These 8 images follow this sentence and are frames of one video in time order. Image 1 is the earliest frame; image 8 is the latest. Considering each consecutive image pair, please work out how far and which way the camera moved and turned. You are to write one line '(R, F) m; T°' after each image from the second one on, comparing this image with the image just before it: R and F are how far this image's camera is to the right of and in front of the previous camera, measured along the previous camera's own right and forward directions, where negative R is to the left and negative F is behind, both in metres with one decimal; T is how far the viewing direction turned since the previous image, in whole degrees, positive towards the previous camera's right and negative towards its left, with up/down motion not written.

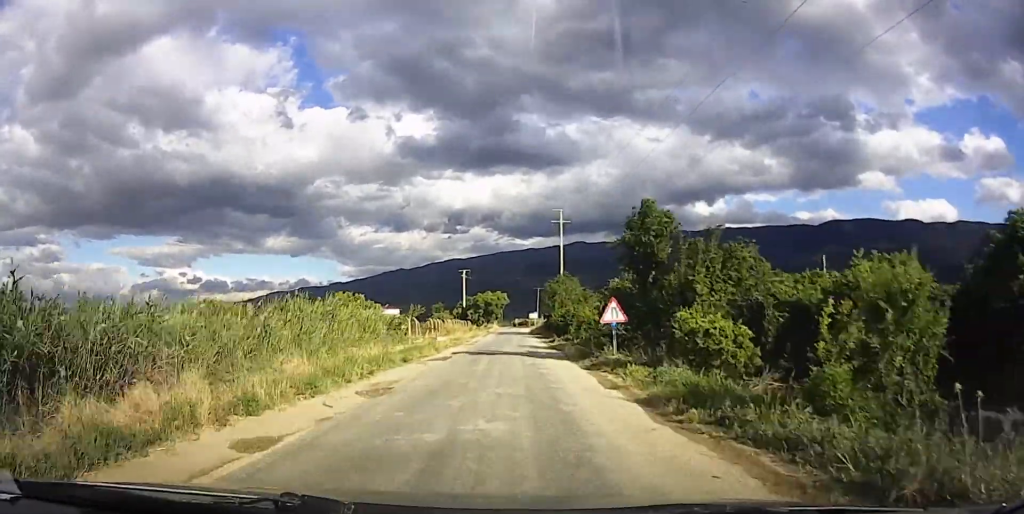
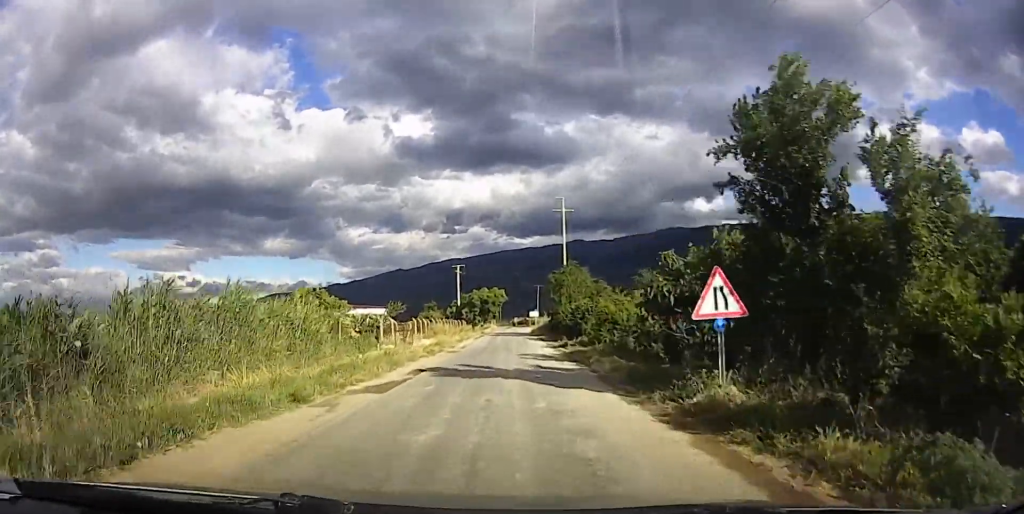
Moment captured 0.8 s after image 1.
(-0.2, +9.1) m; 0°
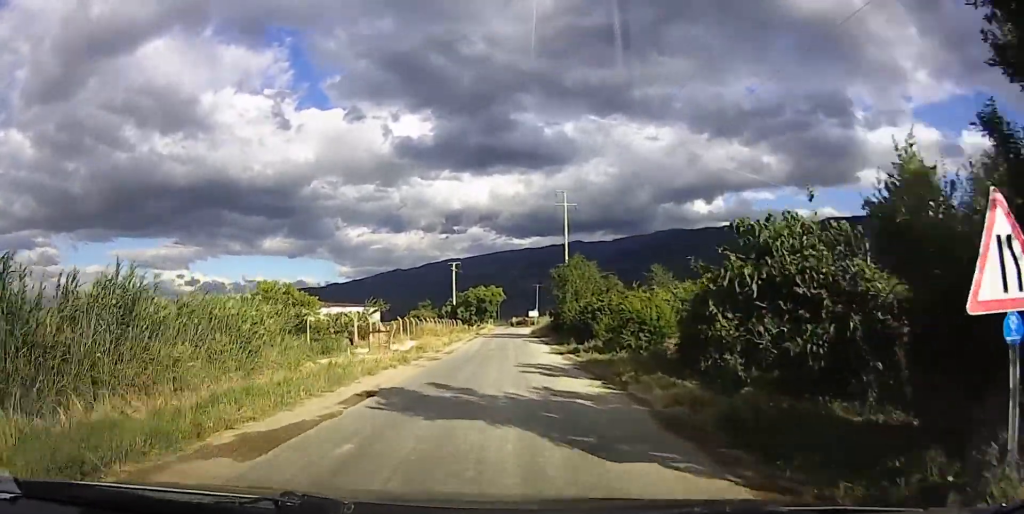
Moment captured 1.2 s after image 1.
(-0.1, +5.5) m; 0°
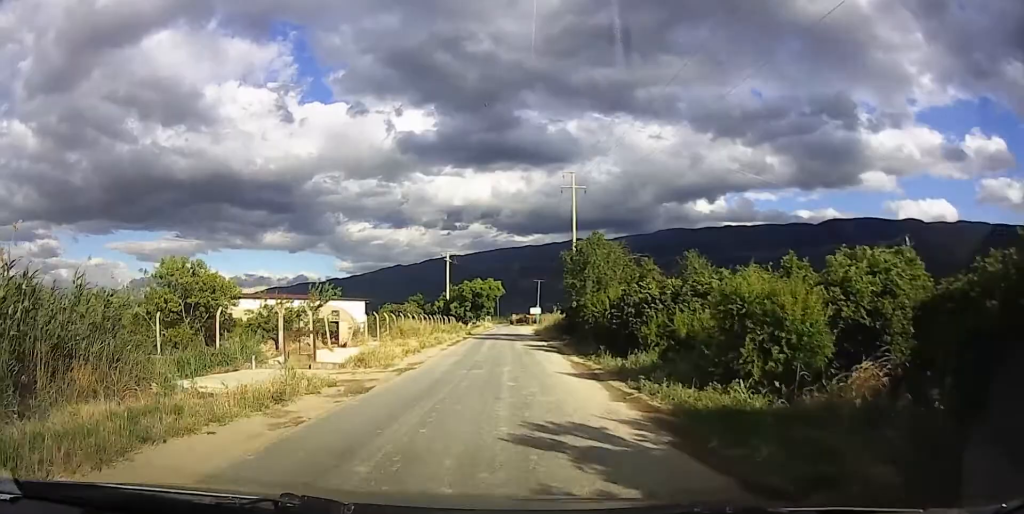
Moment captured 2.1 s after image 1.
(+0.2, +10.2) m; 0°
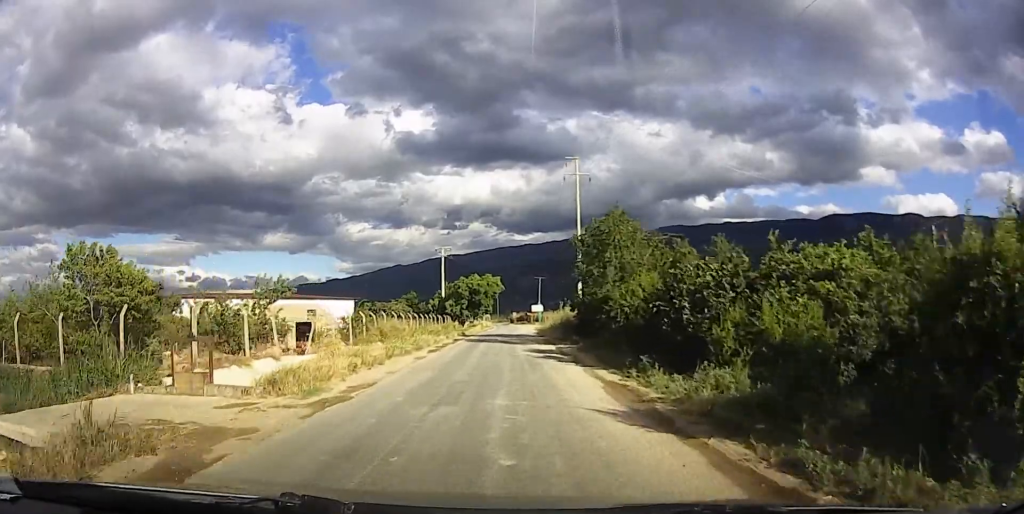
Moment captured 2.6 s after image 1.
(-0.2, +6.1) m; 0°
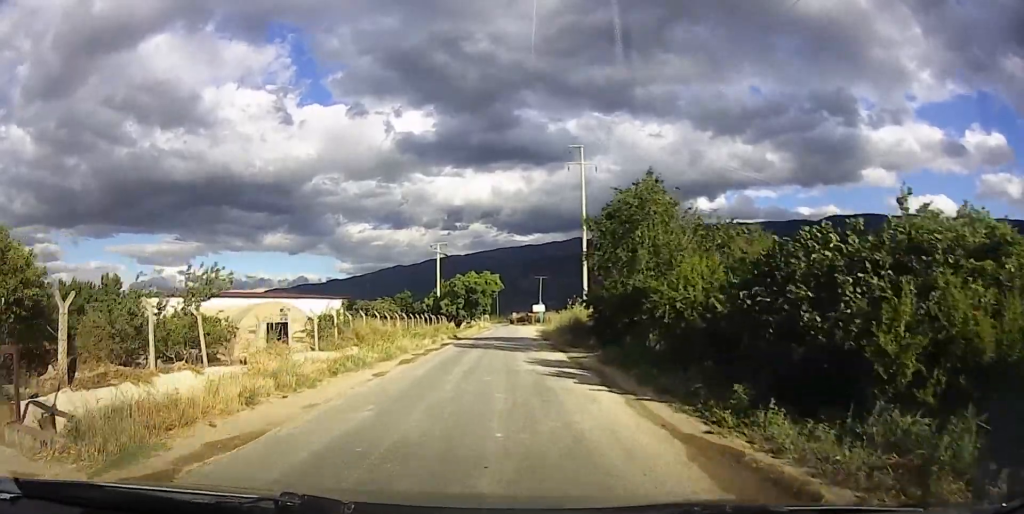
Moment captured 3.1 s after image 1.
(-0.1, +5.3) m; 0°
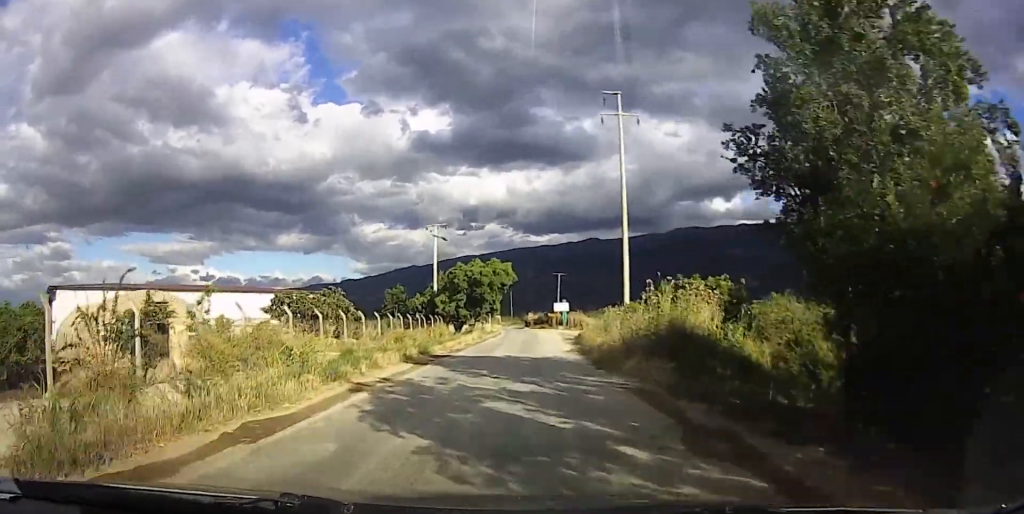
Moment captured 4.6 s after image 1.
(+0.3, +16.8) m; 0°
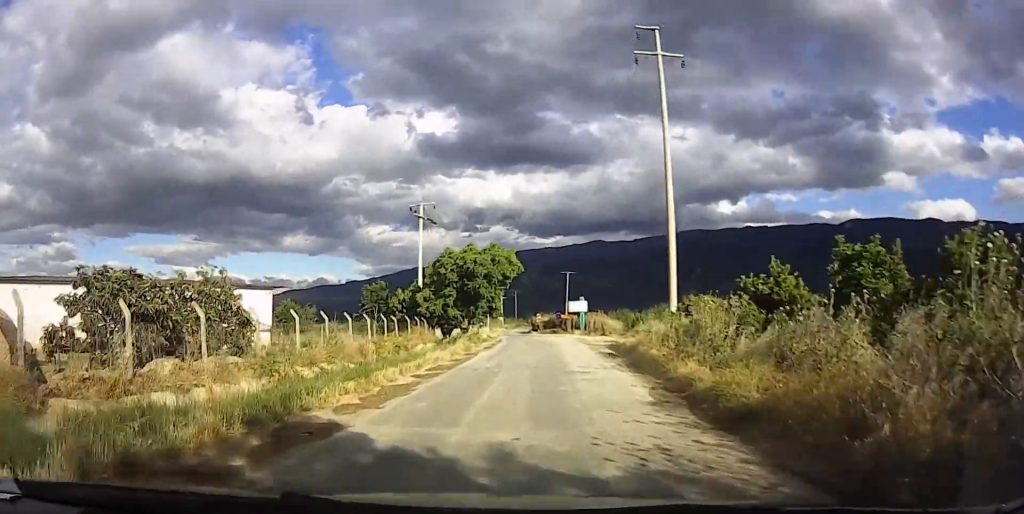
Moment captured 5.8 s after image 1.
(-0.1, +13.3) m; -1°
